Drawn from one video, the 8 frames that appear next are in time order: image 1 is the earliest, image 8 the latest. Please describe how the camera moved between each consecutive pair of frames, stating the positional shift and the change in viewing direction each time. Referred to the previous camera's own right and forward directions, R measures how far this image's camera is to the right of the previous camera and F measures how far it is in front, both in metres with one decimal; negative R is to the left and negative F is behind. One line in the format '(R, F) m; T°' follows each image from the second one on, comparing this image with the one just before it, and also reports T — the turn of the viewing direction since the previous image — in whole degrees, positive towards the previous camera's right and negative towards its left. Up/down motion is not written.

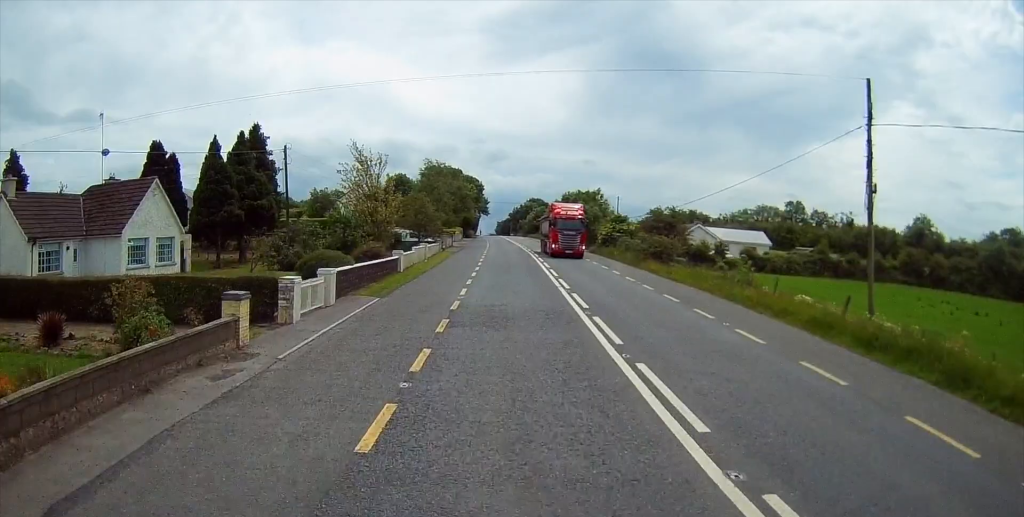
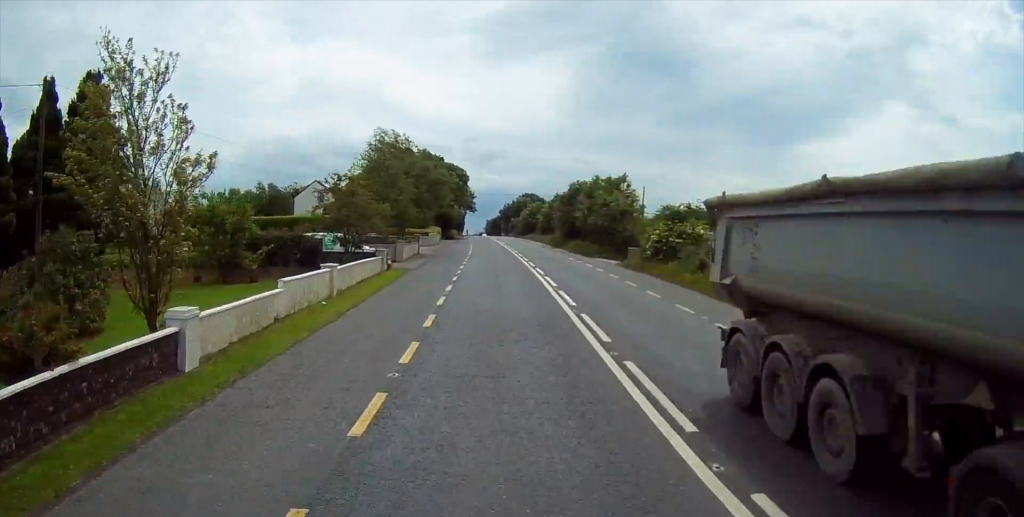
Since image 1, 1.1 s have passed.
(0.0, +23.2) m; 0°
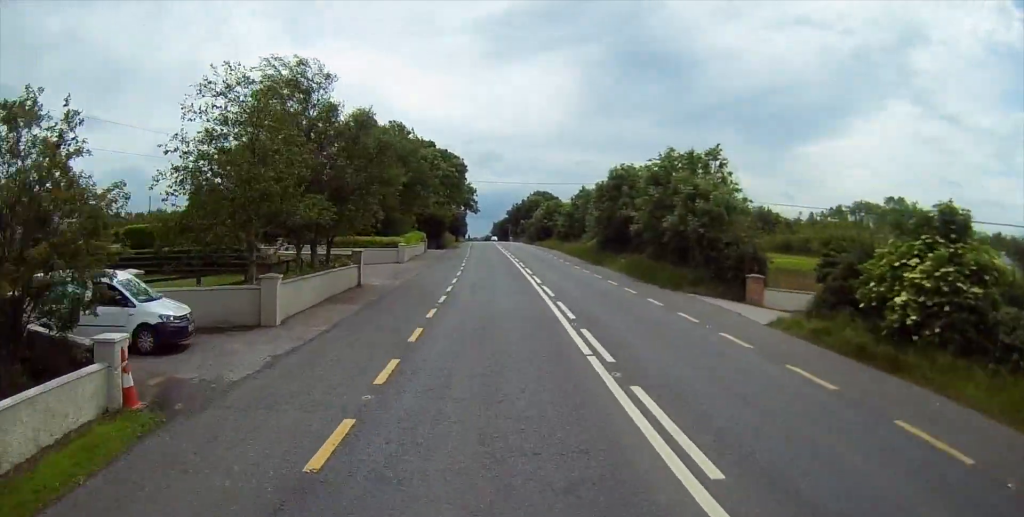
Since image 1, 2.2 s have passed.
(+0.1, +24.7) m; -1°
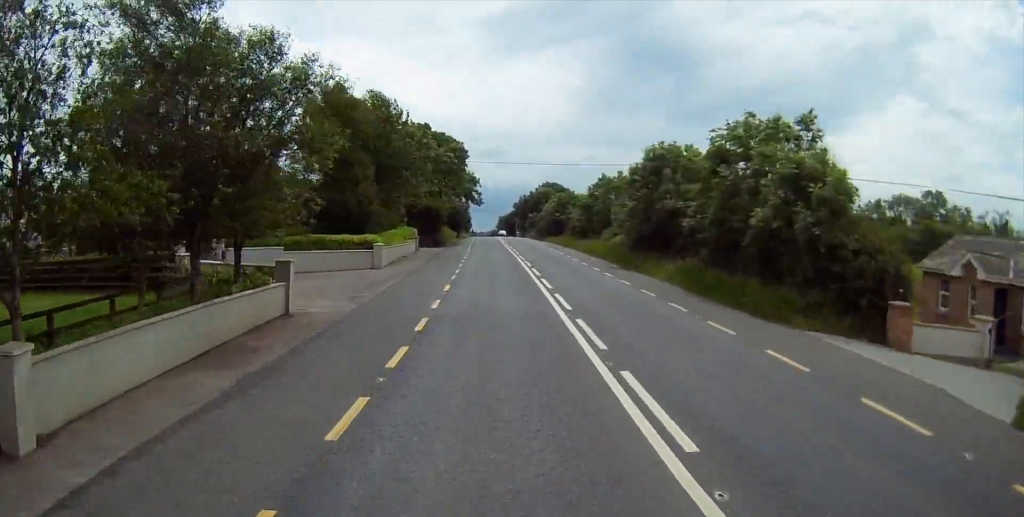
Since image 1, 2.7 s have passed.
(+0.1, +10.9) m; -1°
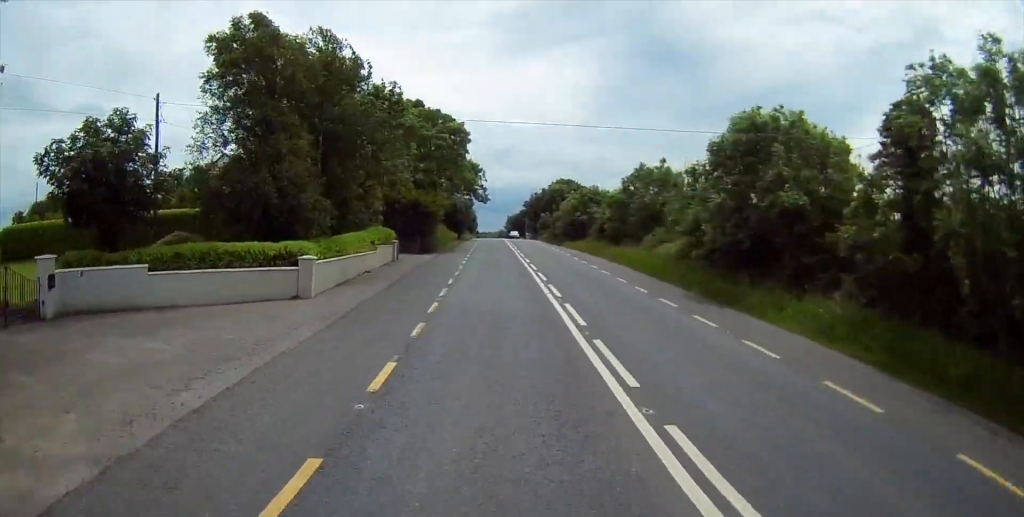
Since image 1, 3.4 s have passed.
(-0.3, +14.5) m; 0°
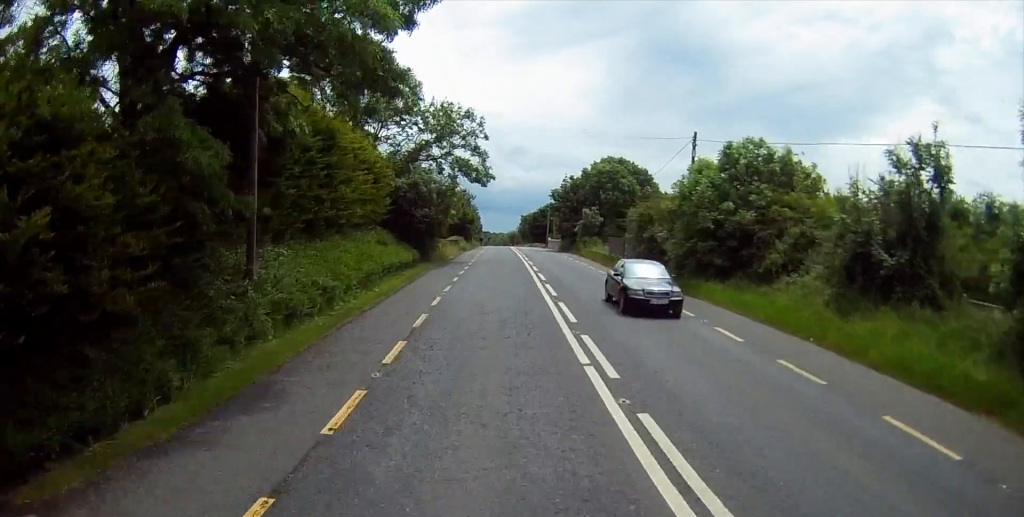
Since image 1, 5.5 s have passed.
(-0.1, +46.0) m; -1°
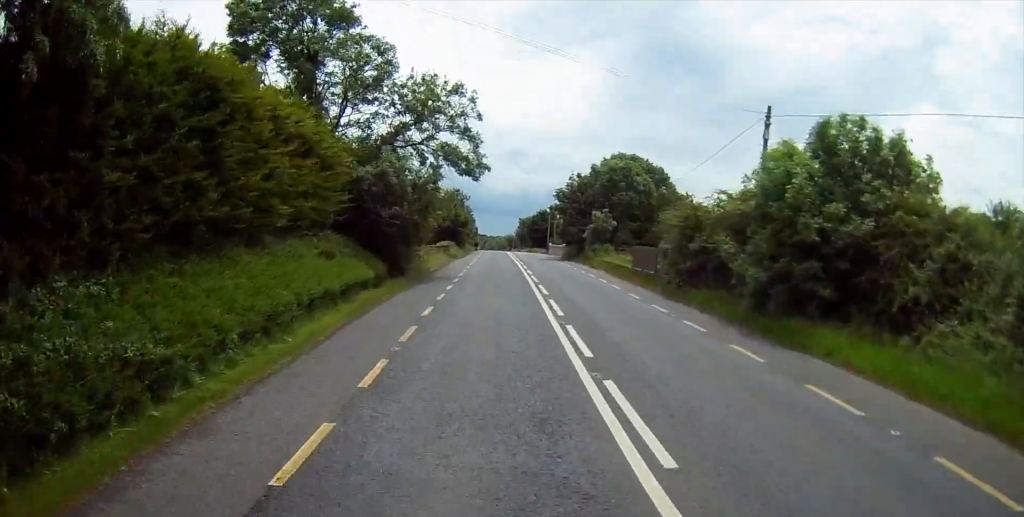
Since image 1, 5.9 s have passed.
(-0.1, +9.5) m; 0°
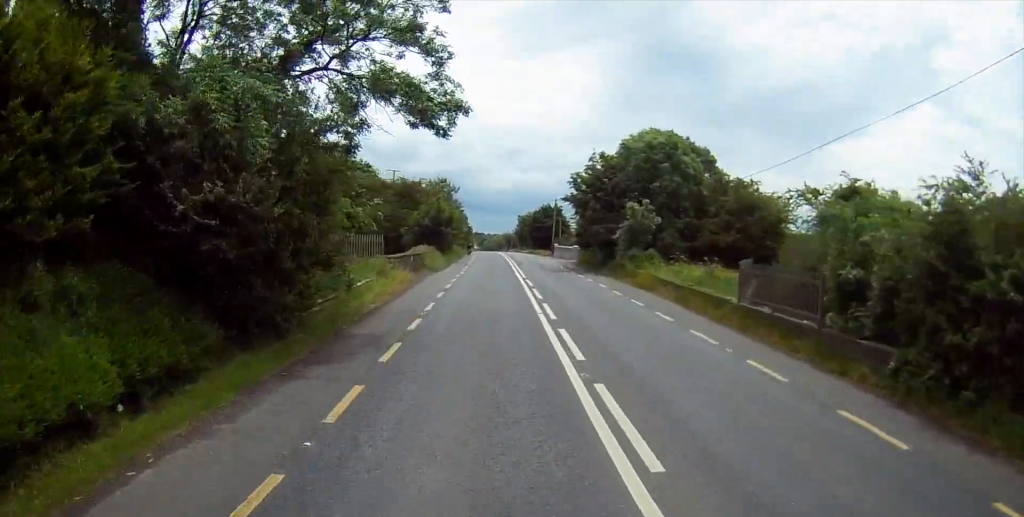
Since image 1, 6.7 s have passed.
(-0.1, +17.5) m; 0°
